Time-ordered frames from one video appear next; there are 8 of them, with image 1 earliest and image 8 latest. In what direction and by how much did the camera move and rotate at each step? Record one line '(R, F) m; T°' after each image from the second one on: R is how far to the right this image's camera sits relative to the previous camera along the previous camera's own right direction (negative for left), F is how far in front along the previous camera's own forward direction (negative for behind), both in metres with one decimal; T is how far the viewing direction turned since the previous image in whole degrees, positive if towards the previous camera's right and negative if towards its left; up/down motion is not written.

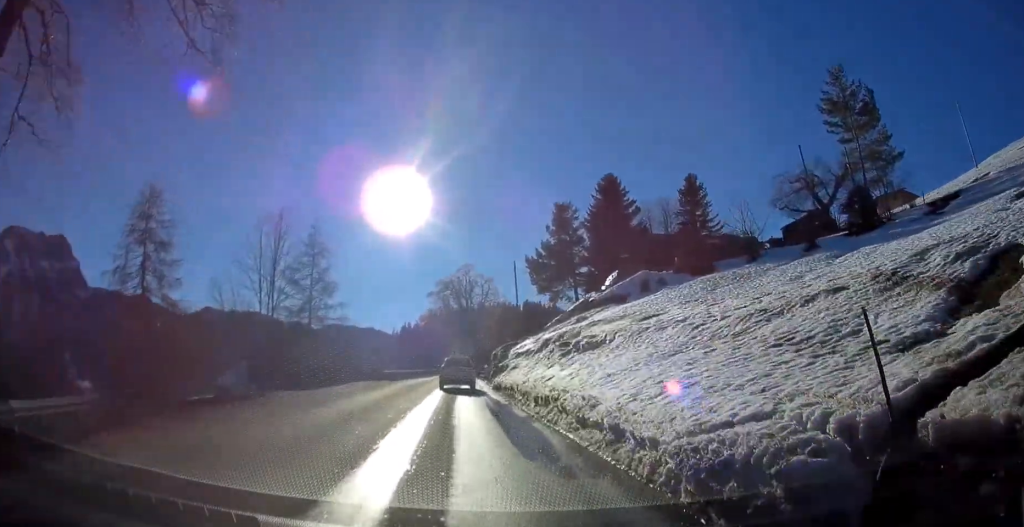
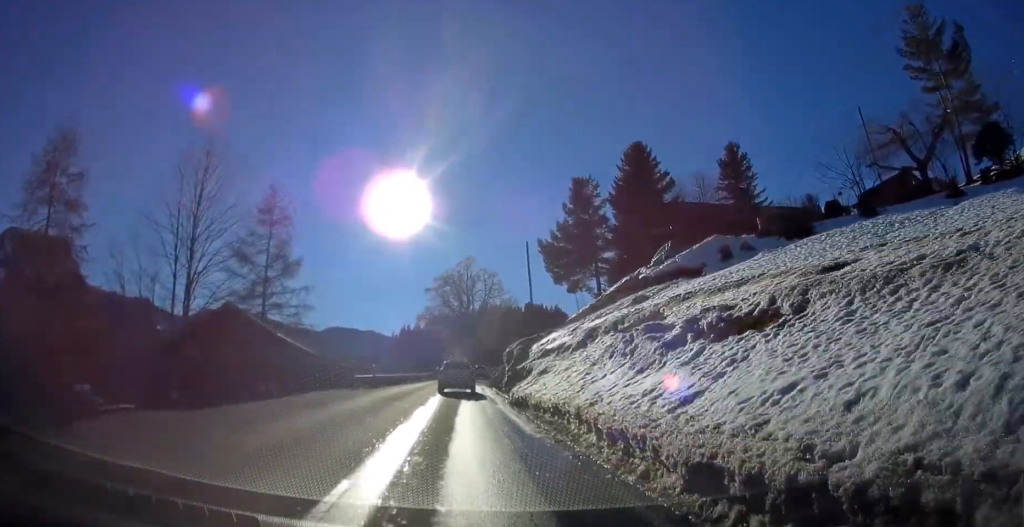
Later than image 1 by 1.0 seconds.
(0.0, +11.2) m; 0°
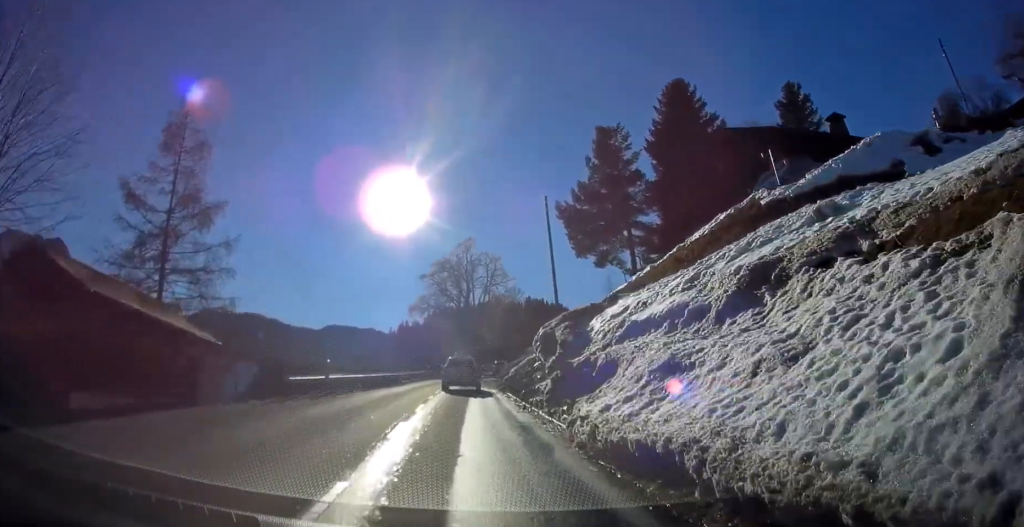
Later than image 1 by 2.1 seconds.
(+0.1, +12.5) m; 0°
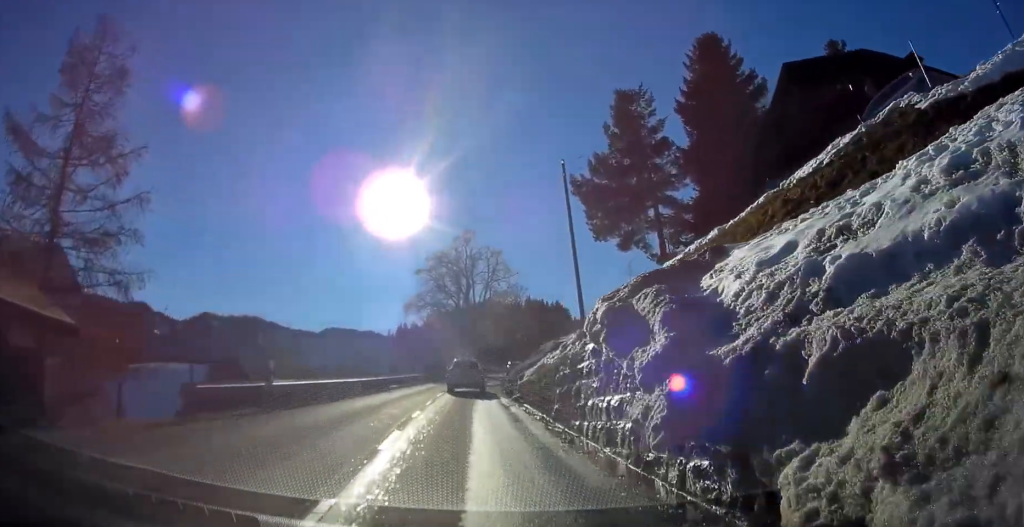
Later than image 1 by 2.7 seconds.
(-0.1, +7.1) m; 0°
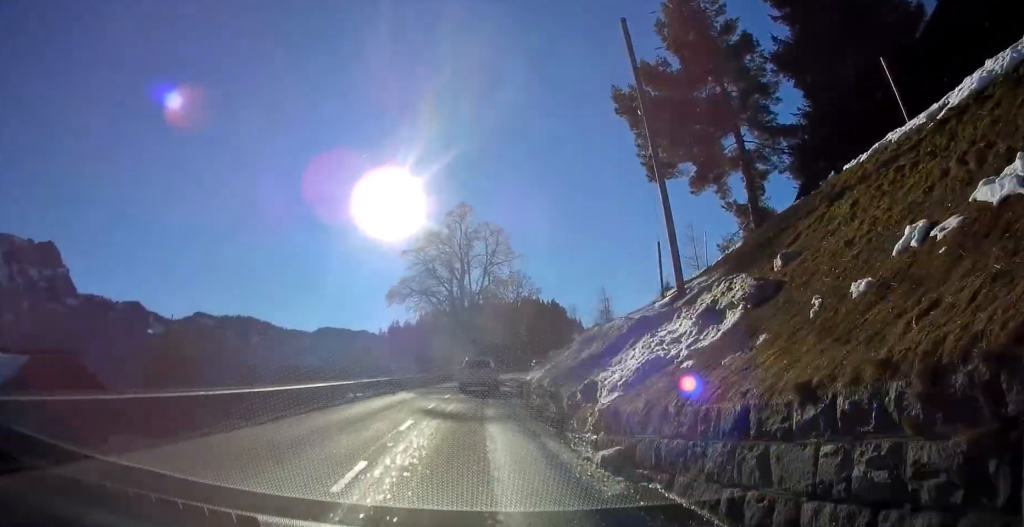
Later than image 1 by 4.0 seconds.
(0.0, +13.9) m; 0°
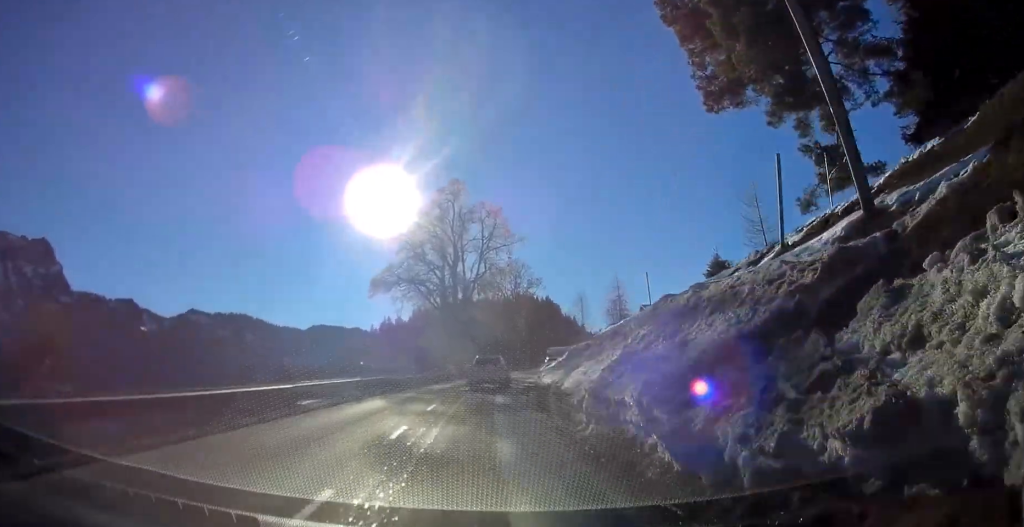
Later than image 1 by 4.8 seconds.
(+0.1, +8.4) m; +1°
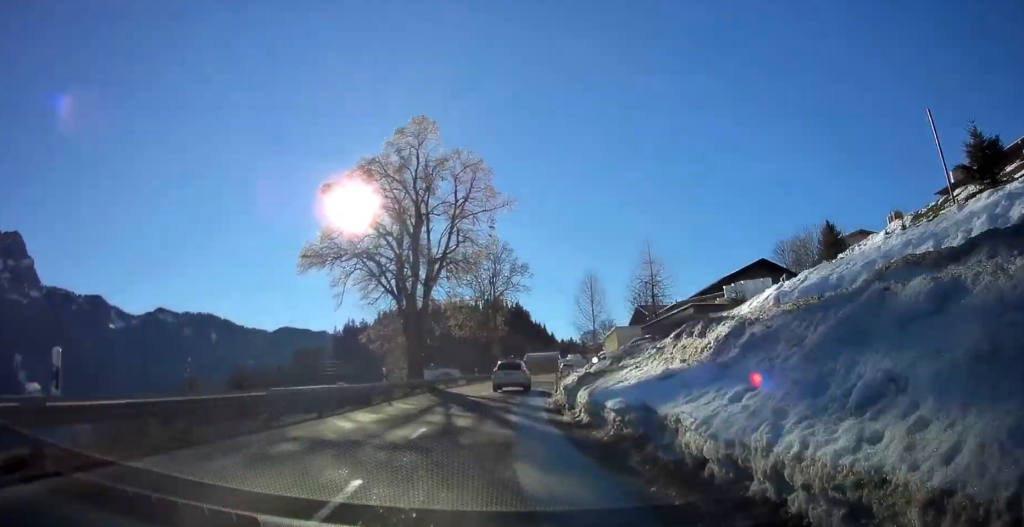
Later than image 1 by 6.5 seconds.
(+0.5, +18.3) m; +4°
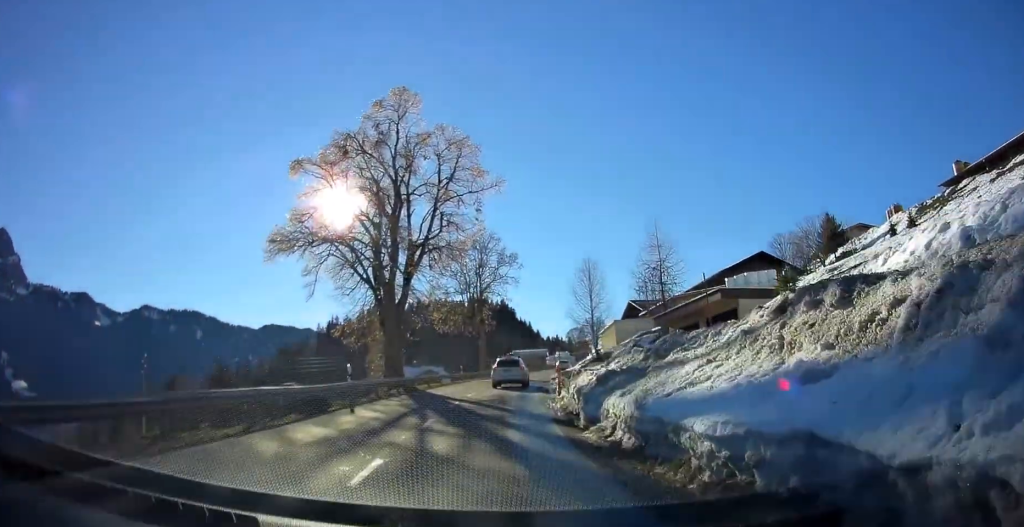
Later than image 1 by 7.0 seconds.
(0.0, +4.5) m; +1°
